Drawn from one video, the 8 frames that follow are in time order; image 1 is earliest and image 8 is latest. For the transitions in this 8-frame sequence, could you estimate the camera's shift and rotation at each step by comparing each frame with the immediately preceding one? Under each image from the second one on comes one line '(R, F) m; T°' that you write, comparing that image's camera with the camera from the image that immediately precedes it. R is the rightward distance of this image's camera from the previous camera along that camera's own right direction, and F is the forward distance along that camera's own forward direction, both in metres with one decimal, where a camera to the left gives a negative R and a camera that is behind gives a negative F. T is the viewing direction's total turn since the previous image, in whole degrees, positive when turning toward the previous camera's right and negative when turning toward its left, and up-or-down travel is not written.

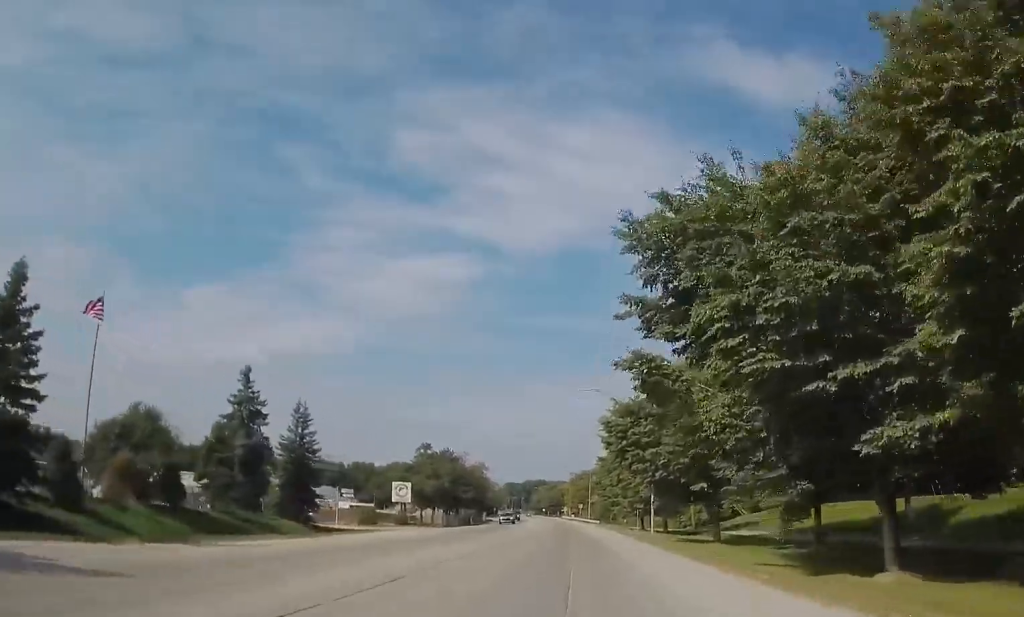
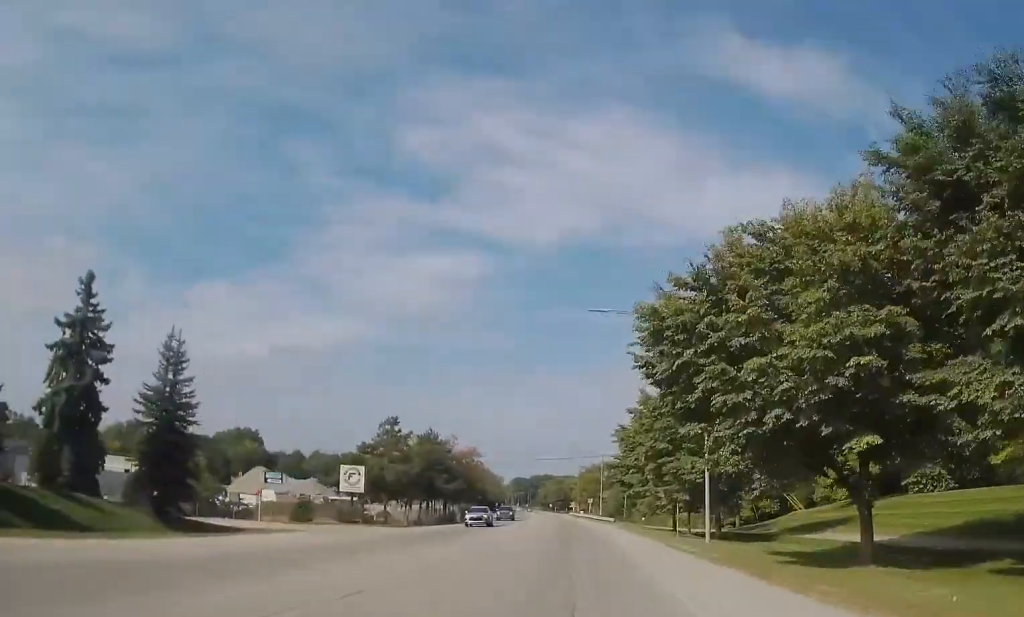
(-0.1, +20.2) m; 0°
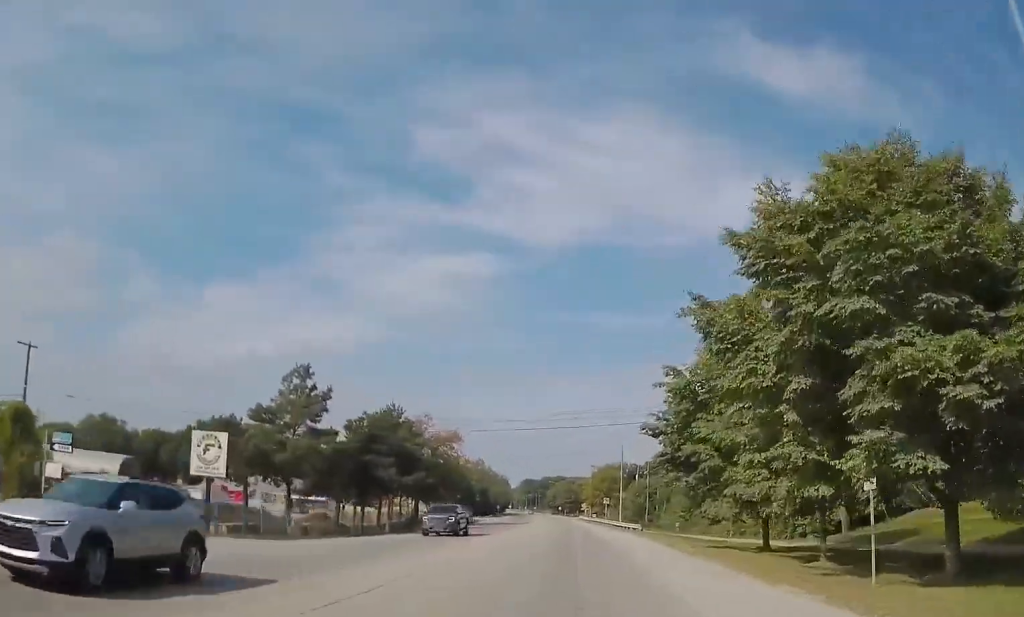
(0.0, +25.7) m; 0°
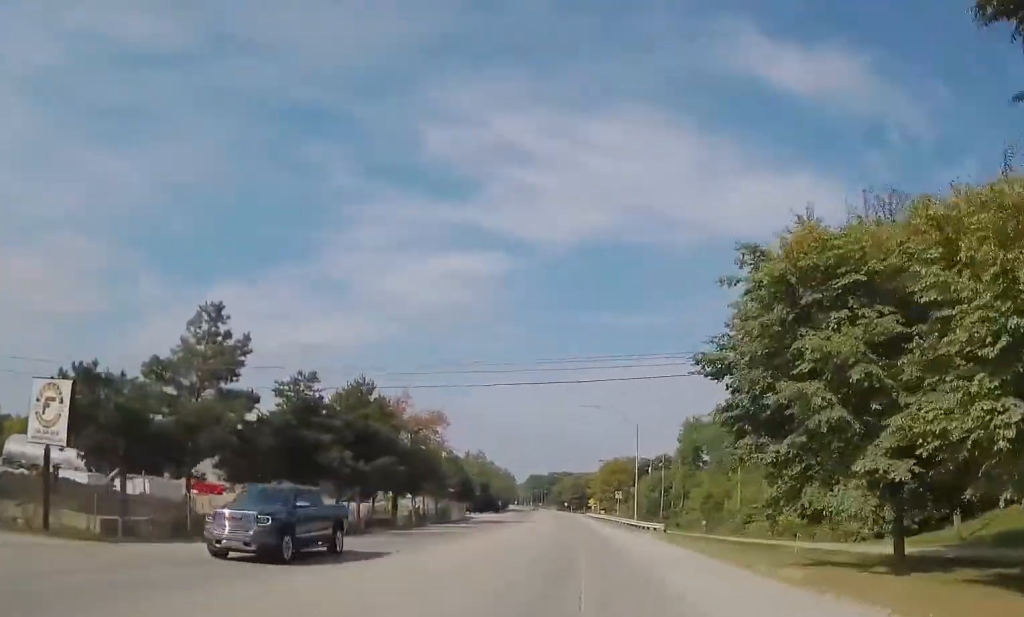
(+0.1, +12.8) m; -1°
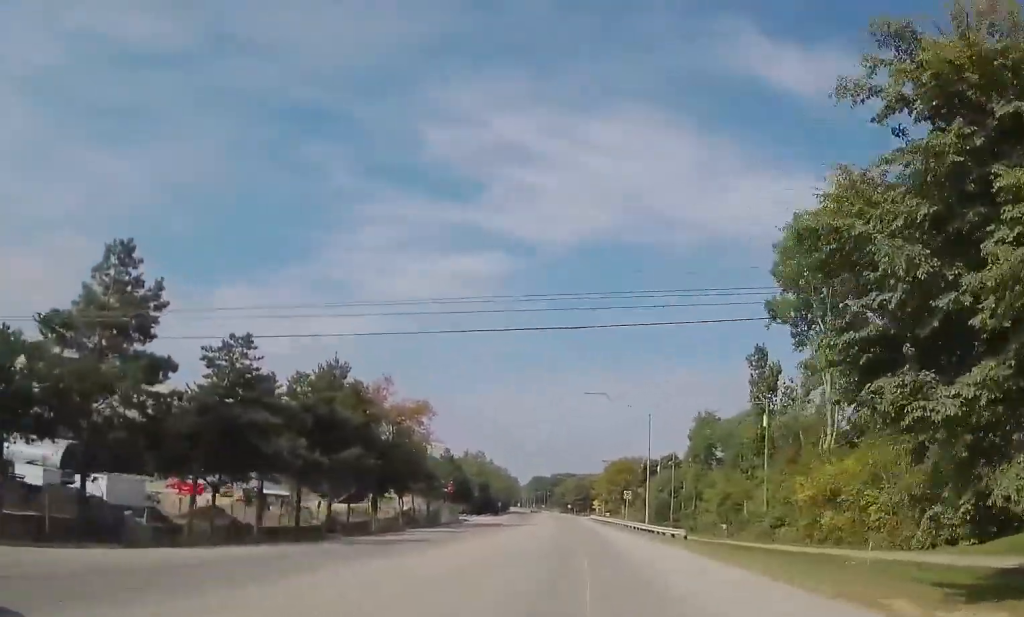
(0.0, +8.1) m; -1°
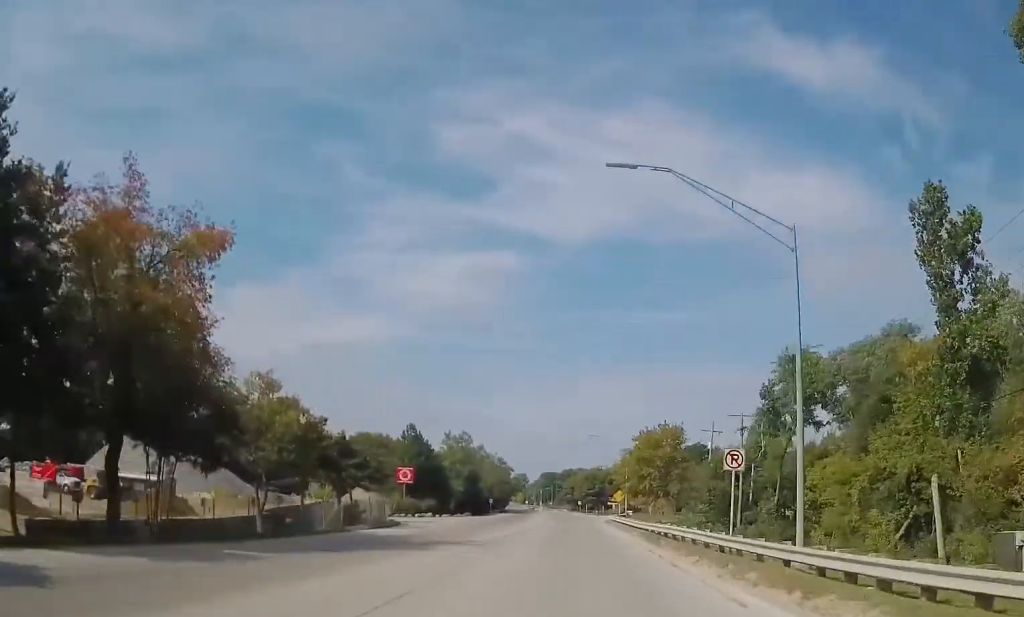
(-0.8, +38.6) m; -1°
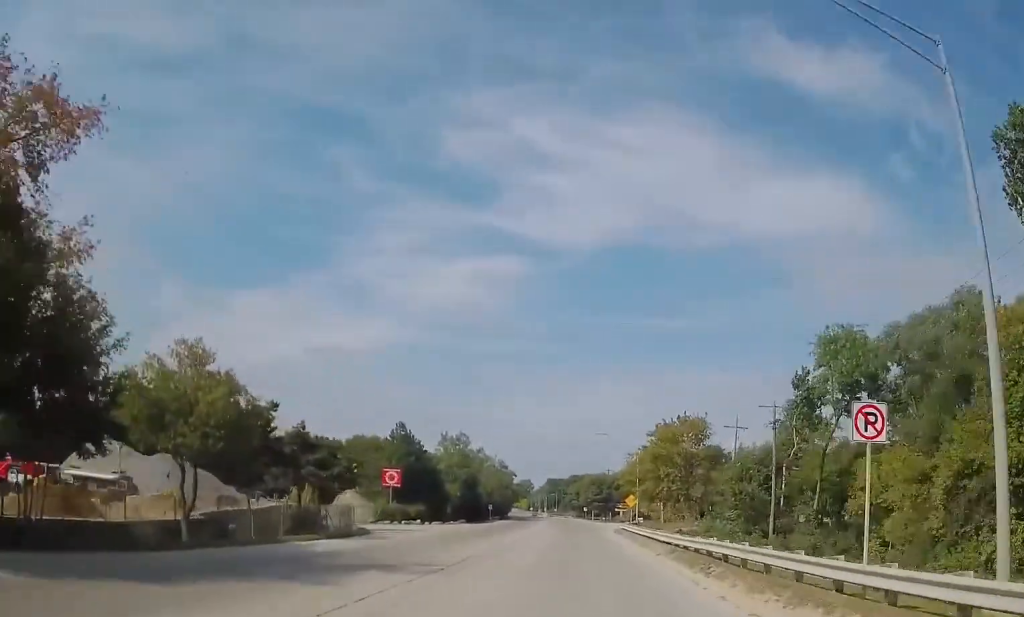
(0.0, +9.4) m; 0°
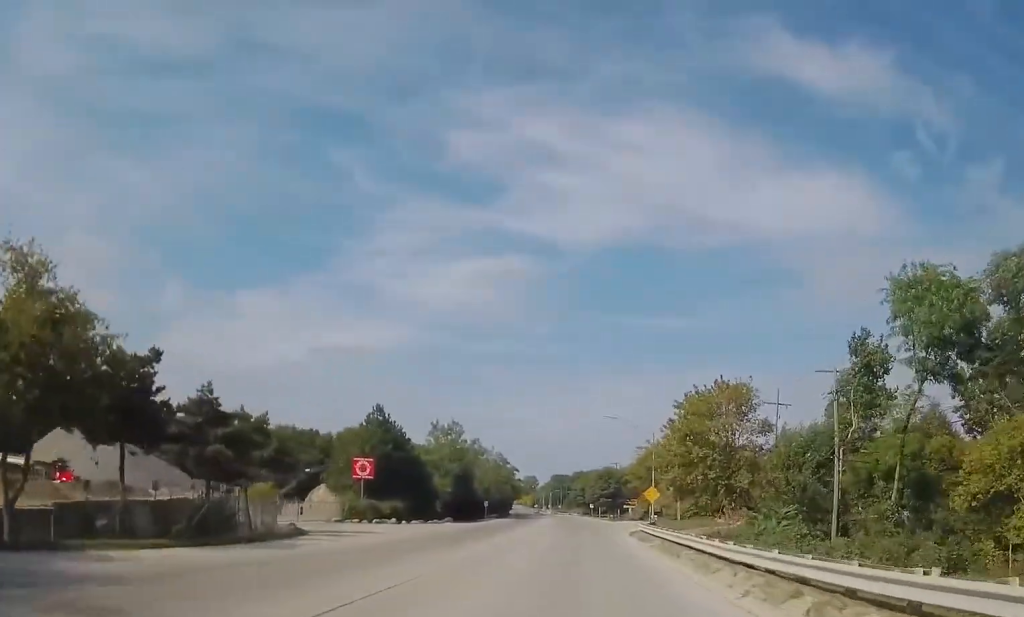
(0.0, +13.0) m; 0°
